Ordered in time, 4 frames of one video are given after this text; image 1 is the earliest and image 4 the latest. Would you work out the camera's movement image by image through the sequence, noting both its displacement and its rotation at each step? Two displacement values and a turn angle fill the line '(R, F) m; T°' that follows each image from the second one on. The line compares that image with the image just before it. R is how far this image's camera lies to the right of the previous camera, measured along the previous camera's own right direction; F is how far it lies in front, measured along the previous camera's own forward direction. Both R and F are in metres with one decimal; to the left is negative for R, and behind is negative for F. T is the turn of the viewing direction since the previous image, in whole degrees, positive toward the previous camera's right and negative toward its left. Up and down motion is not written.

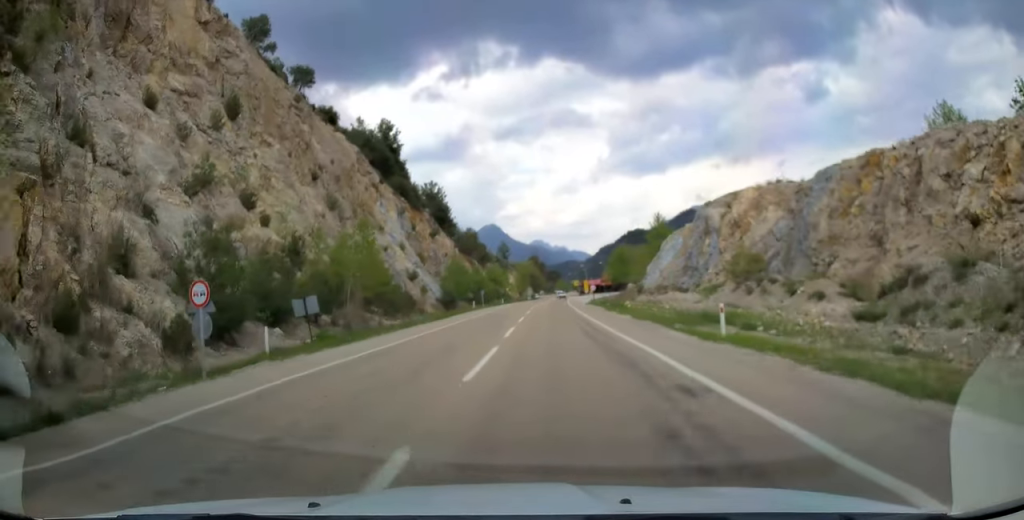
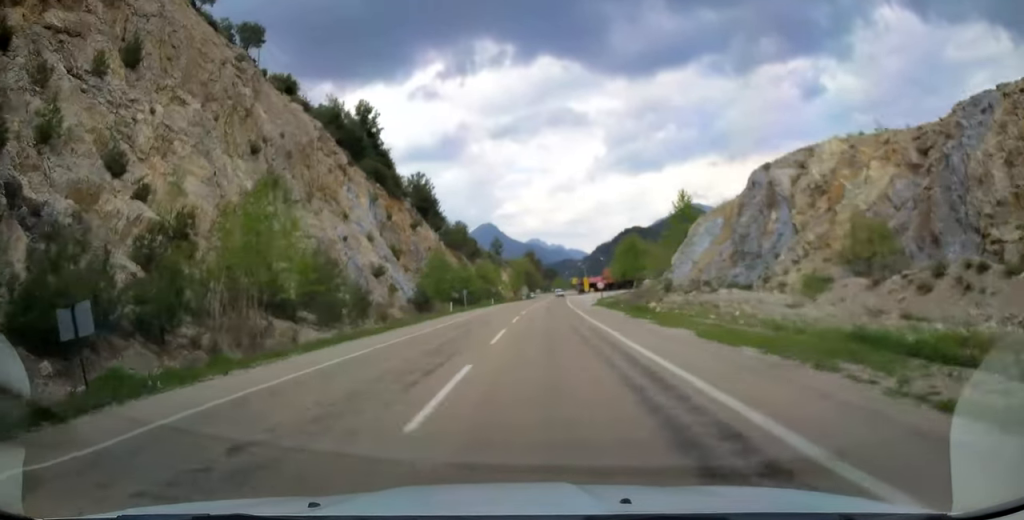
(0.0, +13.0) m; 0°
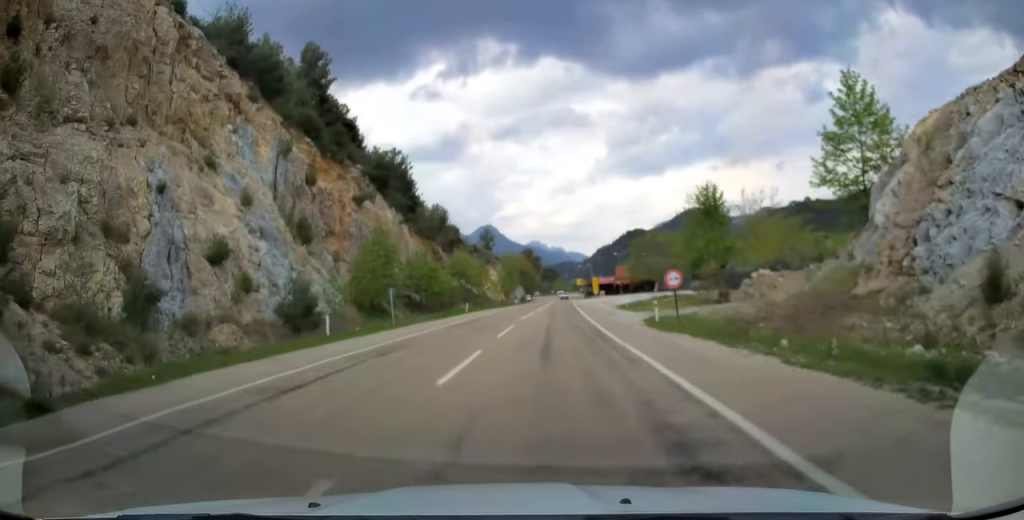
(0.0, +29.1) m; +1°
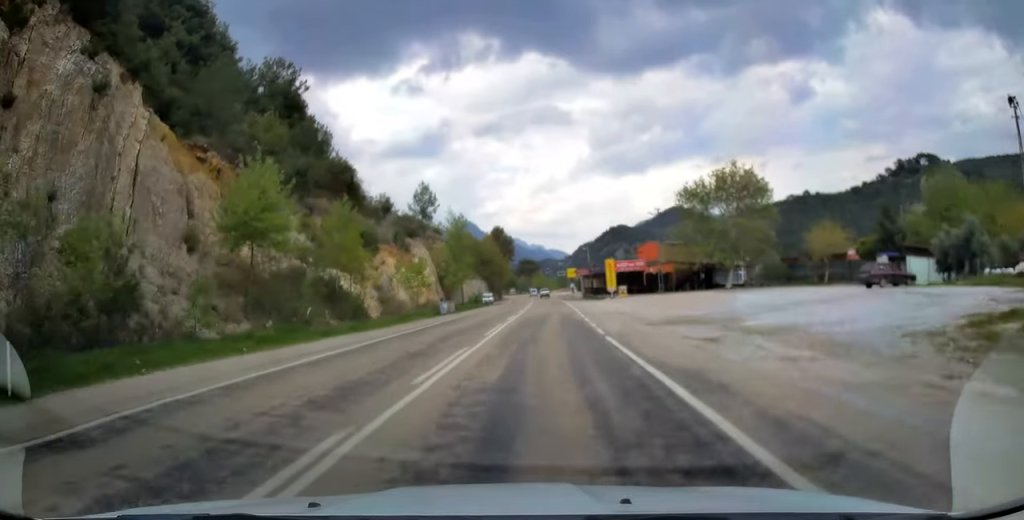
(+0.7, +55.4) m; +1°
